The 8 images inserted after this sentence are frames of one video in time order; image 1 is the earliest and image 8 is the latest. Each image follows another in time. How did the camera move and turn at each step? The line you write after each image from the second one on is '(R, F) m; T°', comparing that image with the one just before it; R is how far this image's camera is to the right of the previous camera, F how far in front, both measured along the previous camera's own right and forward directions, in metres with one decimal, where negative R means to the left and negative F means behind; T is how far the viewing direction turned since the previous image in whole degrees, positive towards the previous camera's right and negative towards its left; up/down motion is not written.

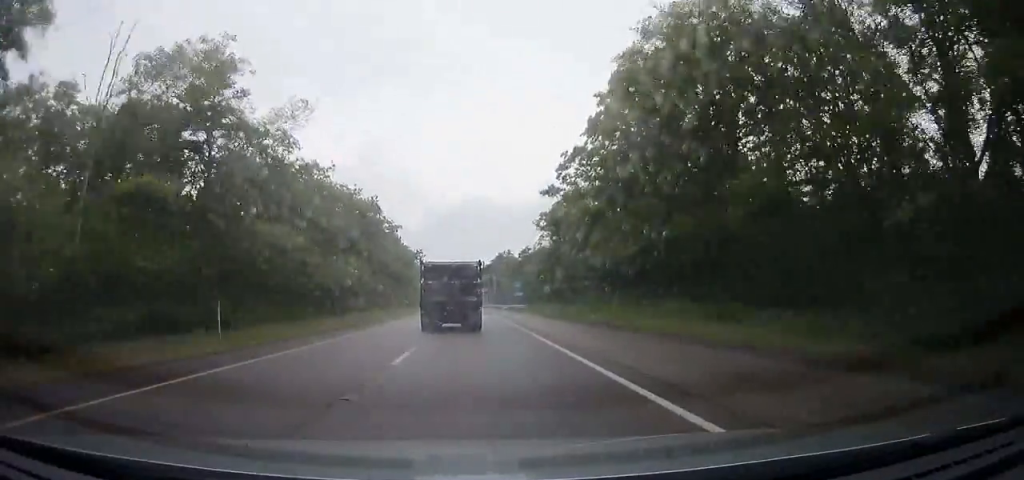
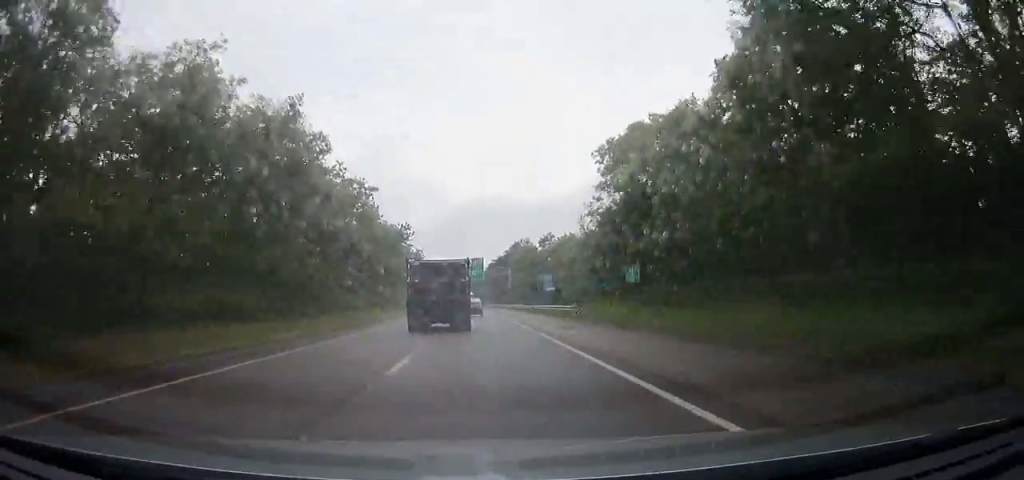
(0.0, +25.9) m; 0°
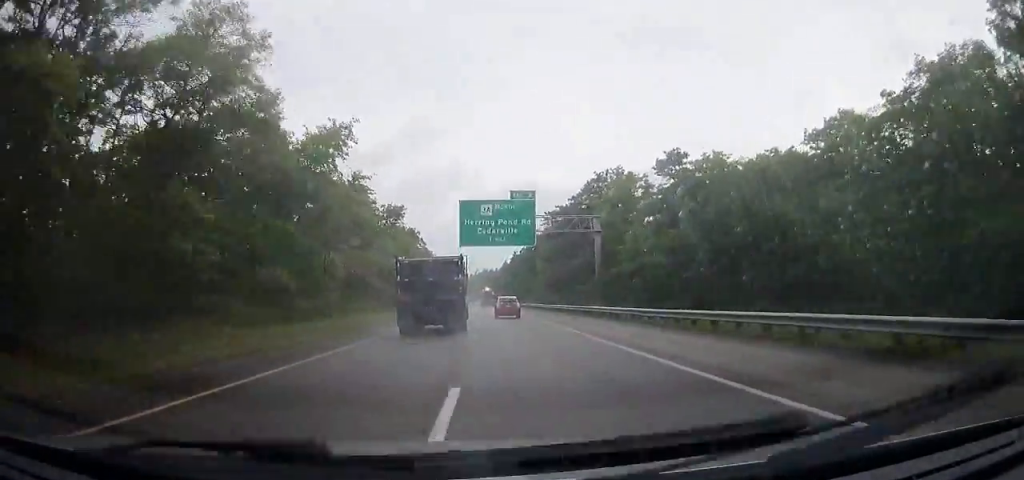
(-1.4, +65.7) m; -3°
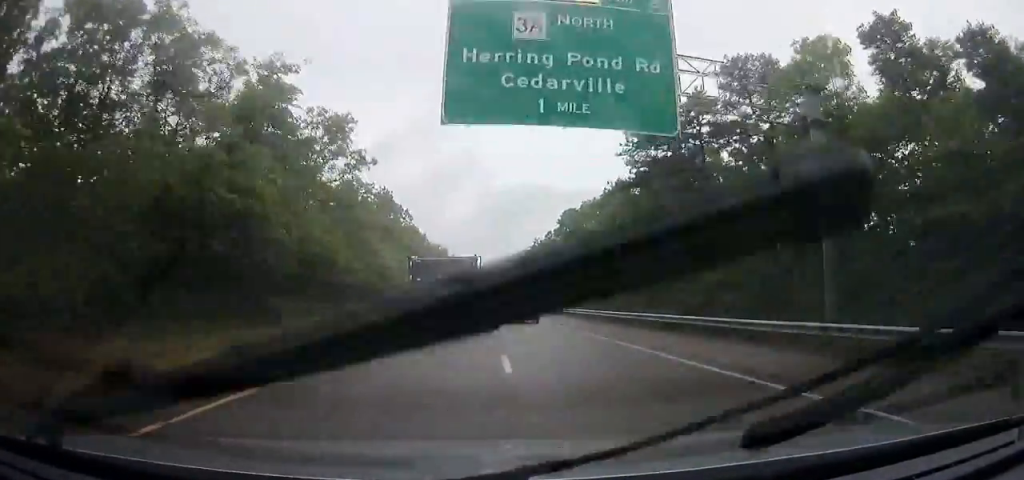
(-0.3, +31.8) m; -1°
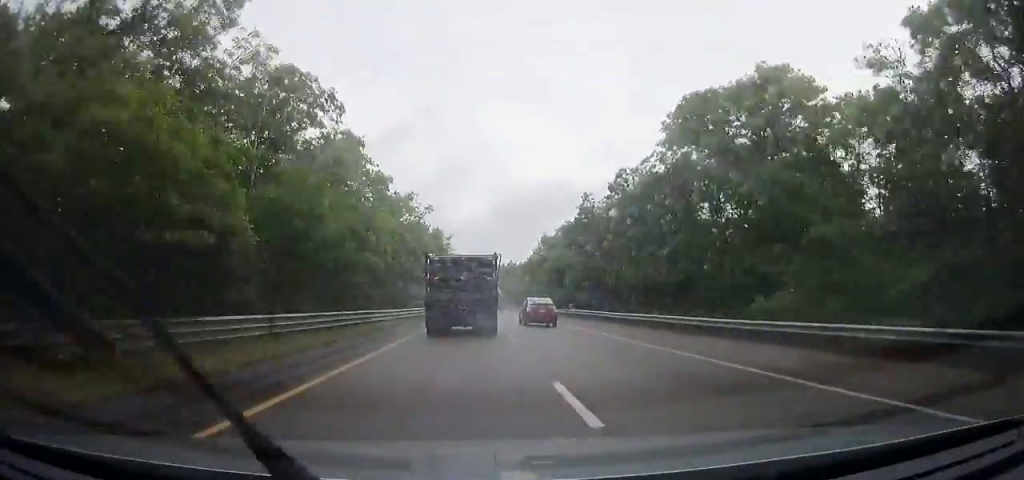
(-0.3, +40.4) m; -1°
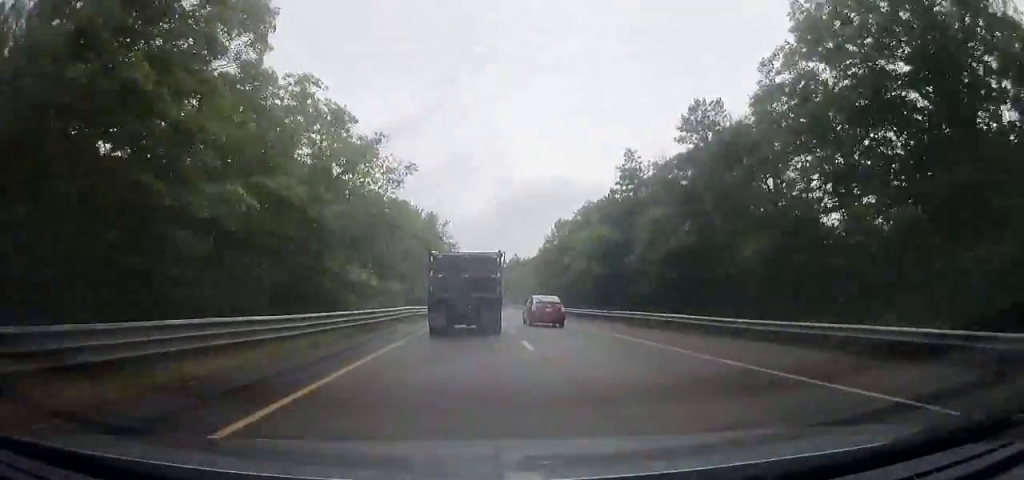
(0.0, +16.1) m; 0°
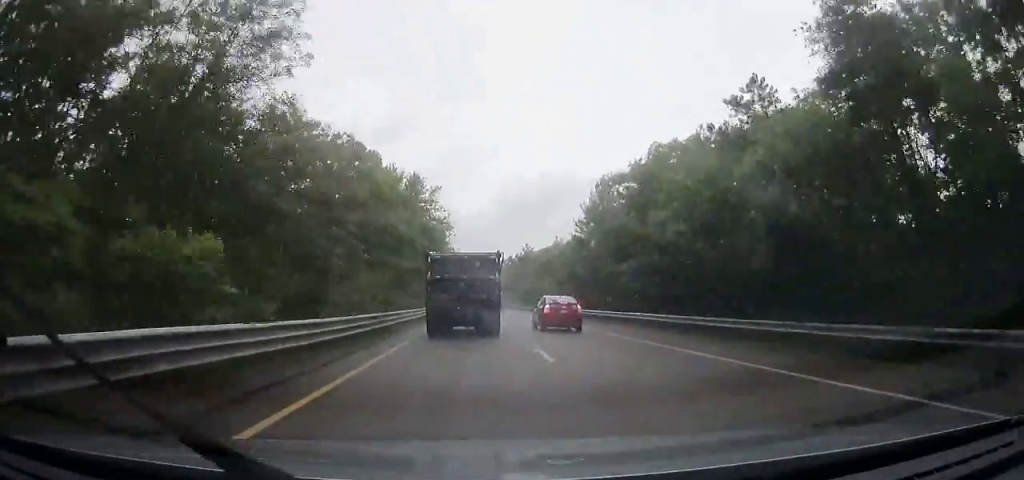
(-0.1, +26.8) m; 0°
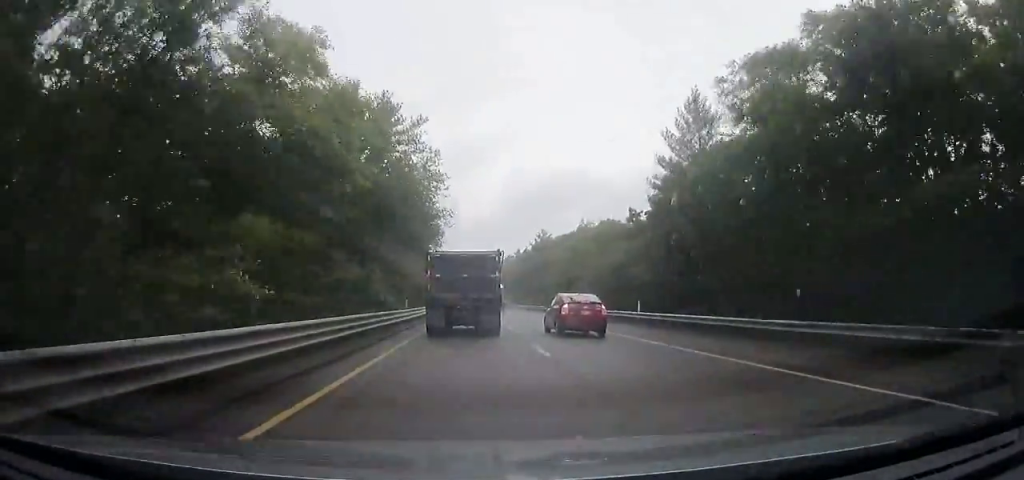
(0.0, +23.4) m; 0°
